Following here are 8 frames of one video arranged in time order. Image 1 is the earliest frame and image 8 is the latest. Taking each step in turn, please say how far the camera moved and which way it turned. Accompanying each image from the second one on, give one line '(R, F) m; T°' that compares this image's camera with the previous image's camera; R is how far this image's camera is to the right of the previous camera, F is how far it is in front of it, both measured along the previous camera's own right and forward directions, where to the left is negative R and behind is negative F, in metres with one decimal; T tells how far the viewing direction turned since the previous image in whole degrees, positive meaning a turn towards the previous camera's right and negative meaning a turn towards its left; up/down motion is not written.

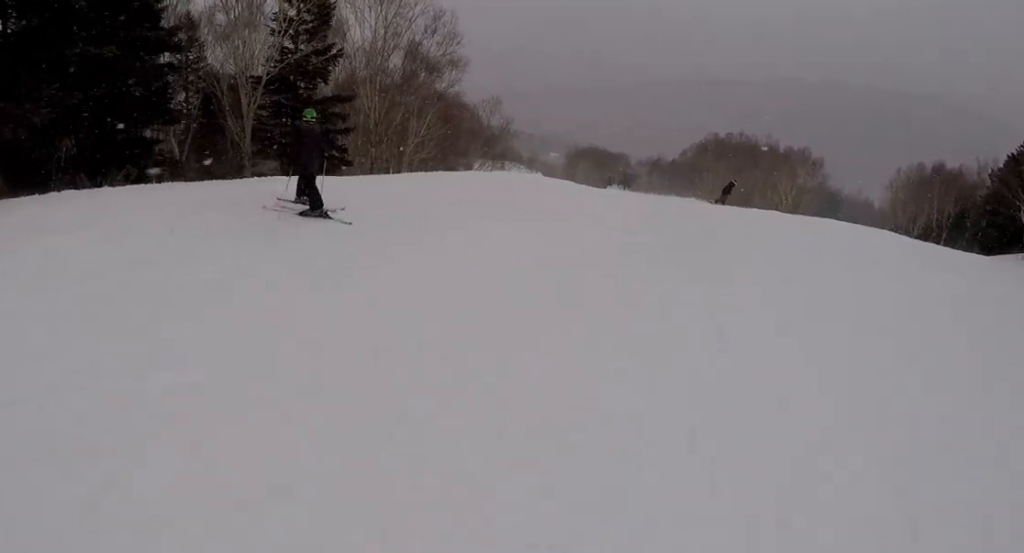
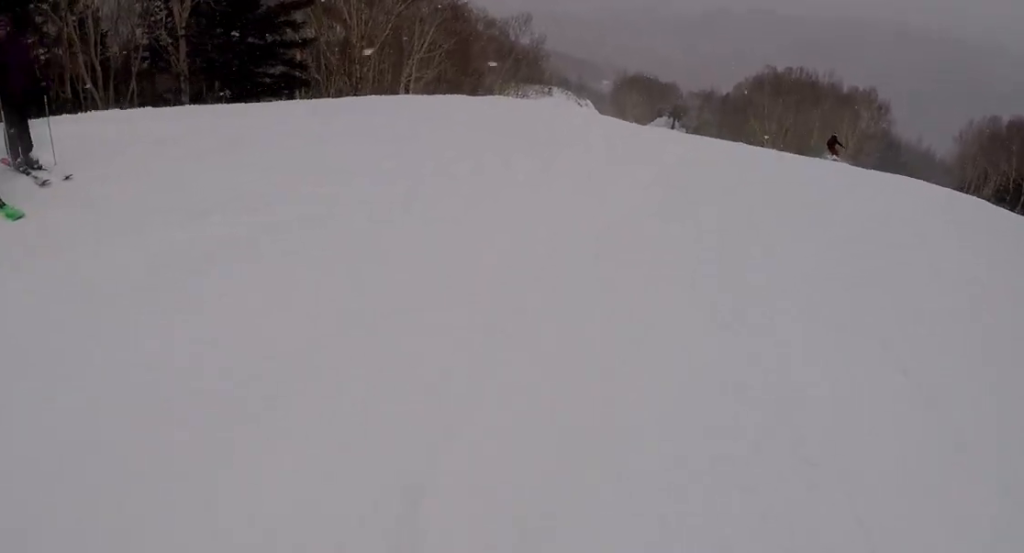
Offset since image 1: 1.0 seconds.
(-0.9, +6.3) m; -17°
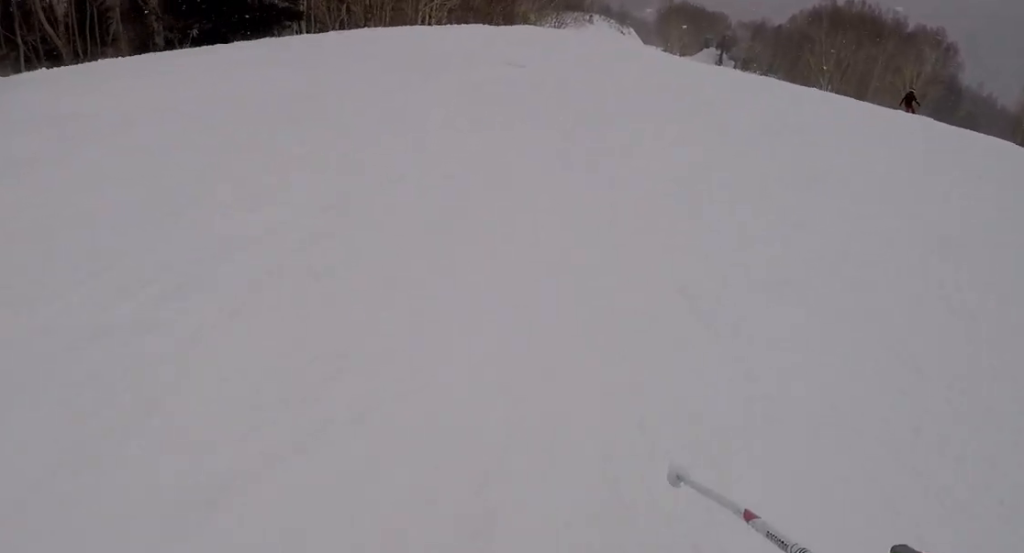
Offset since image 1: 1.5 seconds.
(-0.1, +3.4) m; -2°
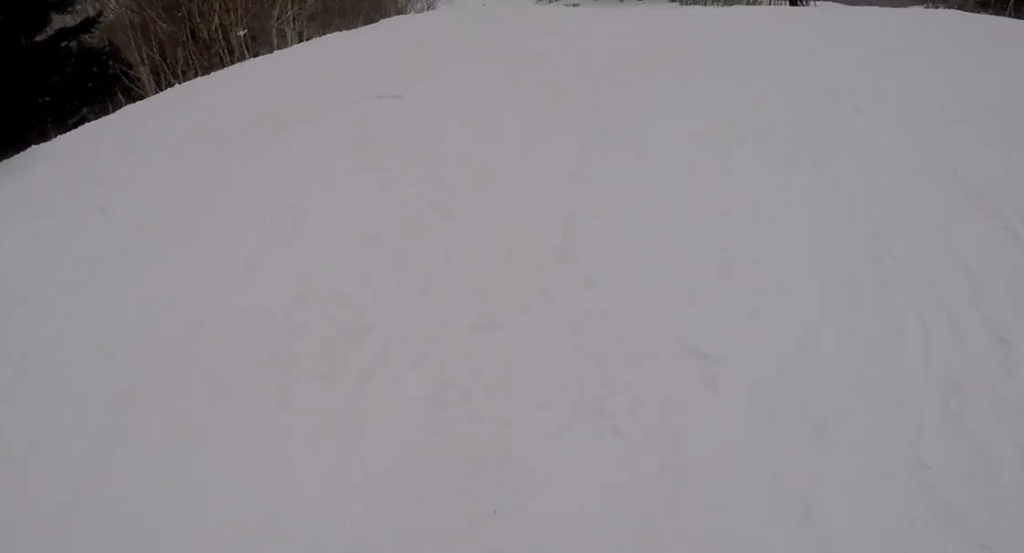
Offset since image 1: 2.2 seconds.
(-1.1, +4.4) m; +9°
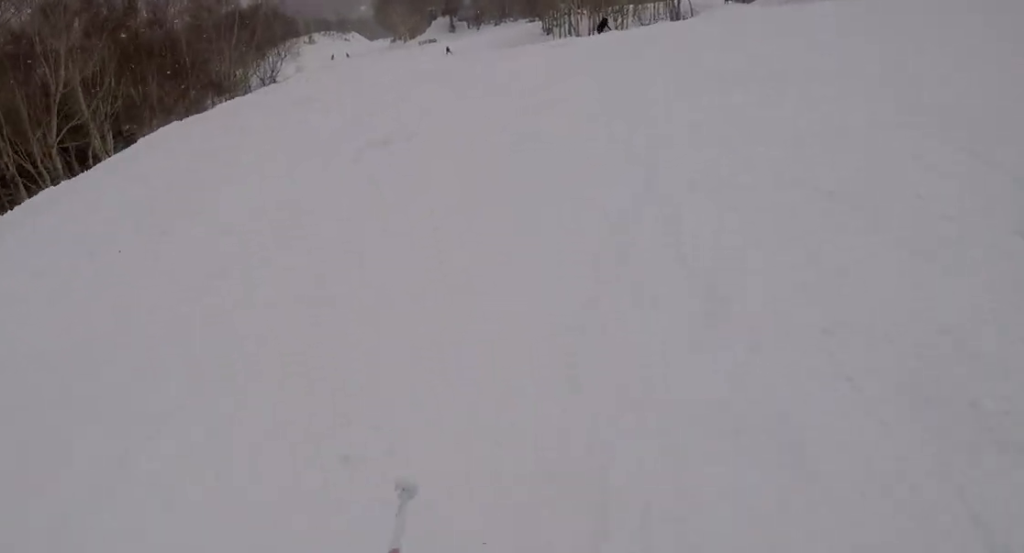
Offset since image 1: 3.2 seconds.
(+2.4, +6.3) m; +15°
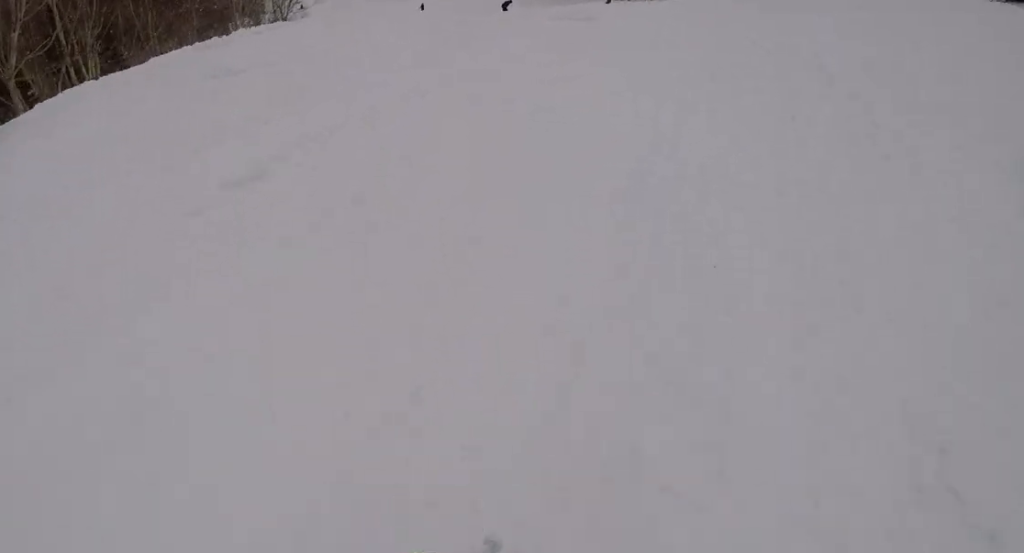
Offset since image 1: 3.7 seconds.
(-0.2, +2.7) m; -7°
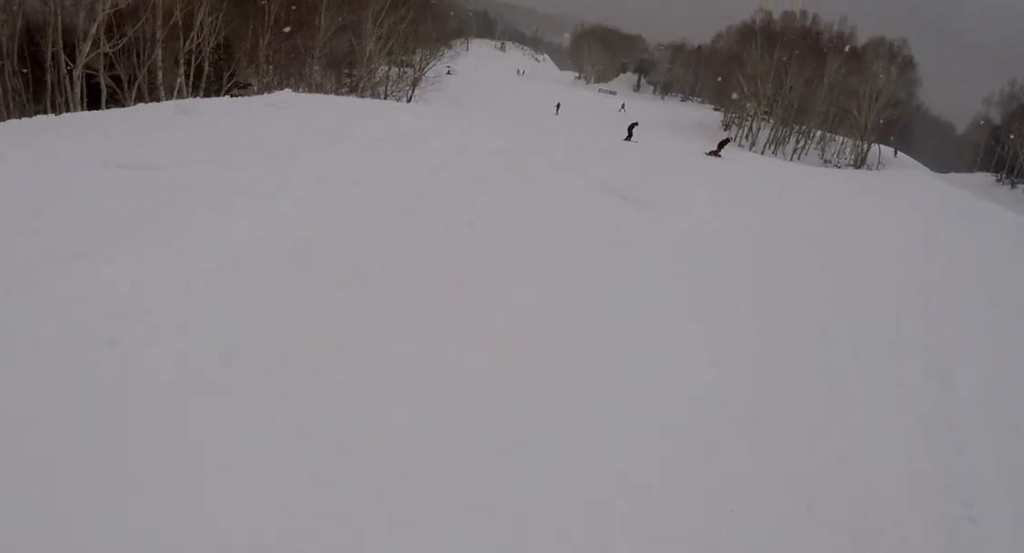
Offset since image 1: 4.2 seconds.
(-0.1, +3.3) m; -13°
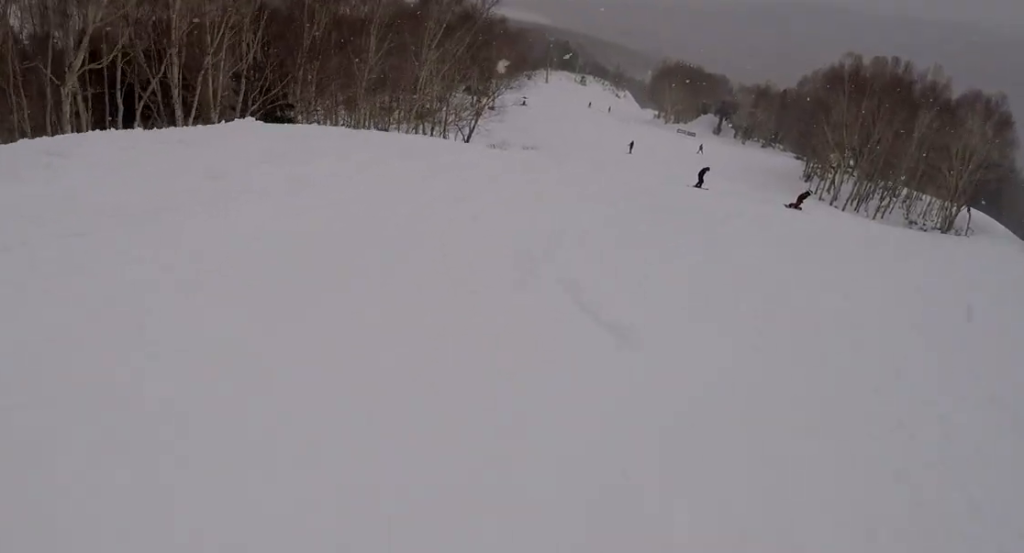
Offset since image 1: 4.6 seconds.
(-0.5, +2.9) m; -10°
